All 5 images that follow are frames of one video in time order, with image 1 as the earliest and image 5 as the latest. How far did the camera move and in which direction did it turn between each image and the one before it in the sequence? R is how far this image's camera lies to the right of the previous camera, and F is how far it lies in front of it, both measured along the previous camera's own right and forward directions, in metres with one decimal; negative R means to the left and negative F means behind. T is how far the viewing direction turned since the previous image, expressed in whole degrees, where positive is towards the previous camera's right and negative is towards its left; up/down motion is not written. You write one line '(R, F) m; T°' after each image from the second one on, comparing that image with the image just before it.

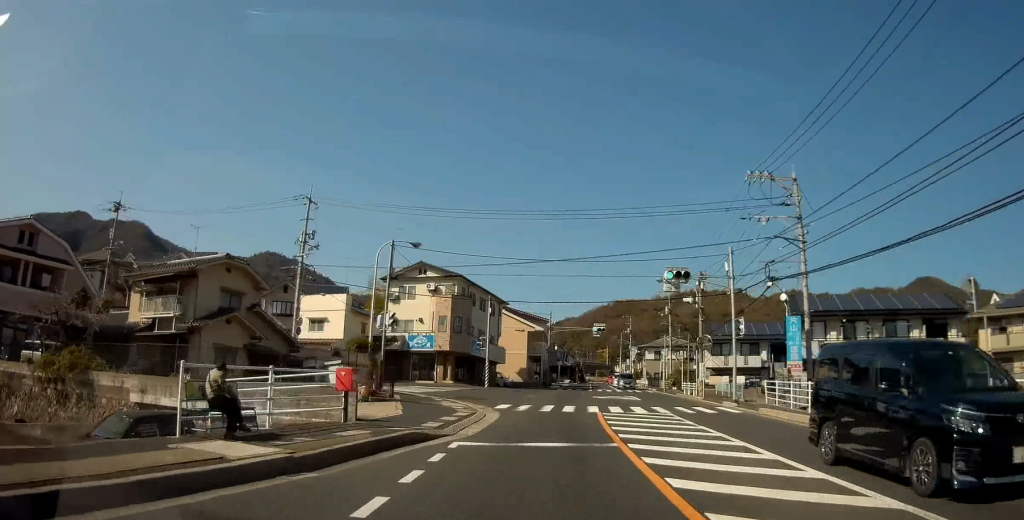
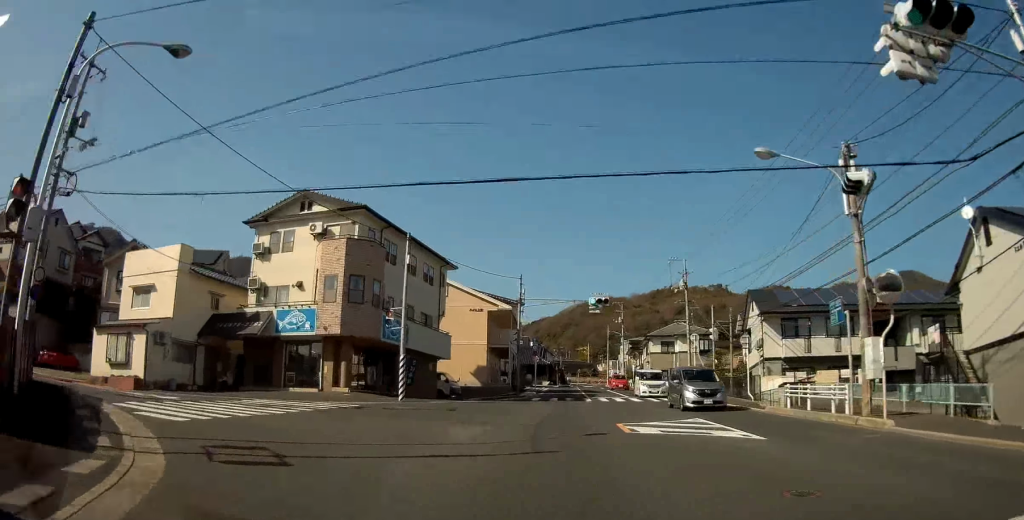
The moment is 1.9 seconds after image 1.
(0.0, +23.4) m; +1°
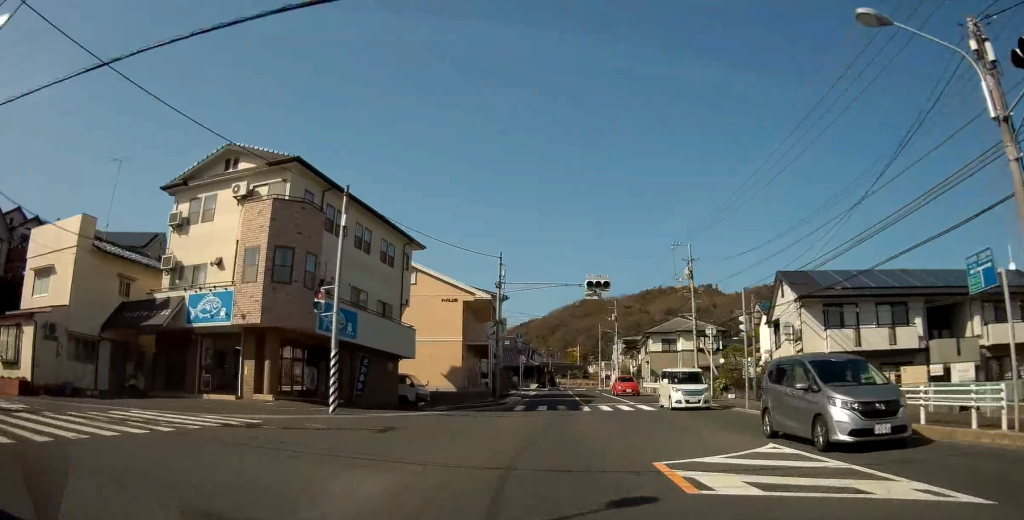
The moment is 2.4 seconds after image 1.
(+0.4, +7.4) m; 0°
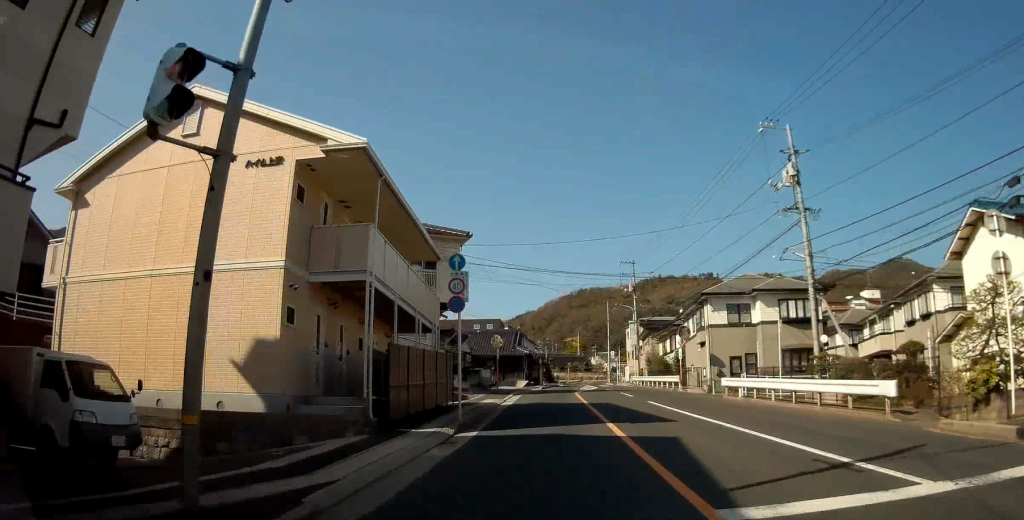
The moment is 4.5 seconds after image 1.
(0.0, +27.0) m; +2°
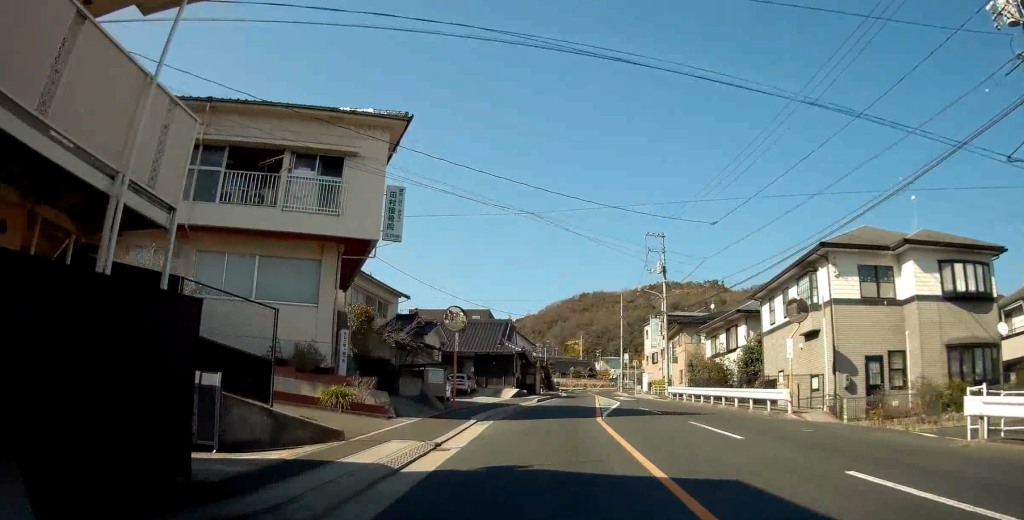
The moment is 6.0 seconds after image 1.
(+0.2, +18.4) m; 0°
